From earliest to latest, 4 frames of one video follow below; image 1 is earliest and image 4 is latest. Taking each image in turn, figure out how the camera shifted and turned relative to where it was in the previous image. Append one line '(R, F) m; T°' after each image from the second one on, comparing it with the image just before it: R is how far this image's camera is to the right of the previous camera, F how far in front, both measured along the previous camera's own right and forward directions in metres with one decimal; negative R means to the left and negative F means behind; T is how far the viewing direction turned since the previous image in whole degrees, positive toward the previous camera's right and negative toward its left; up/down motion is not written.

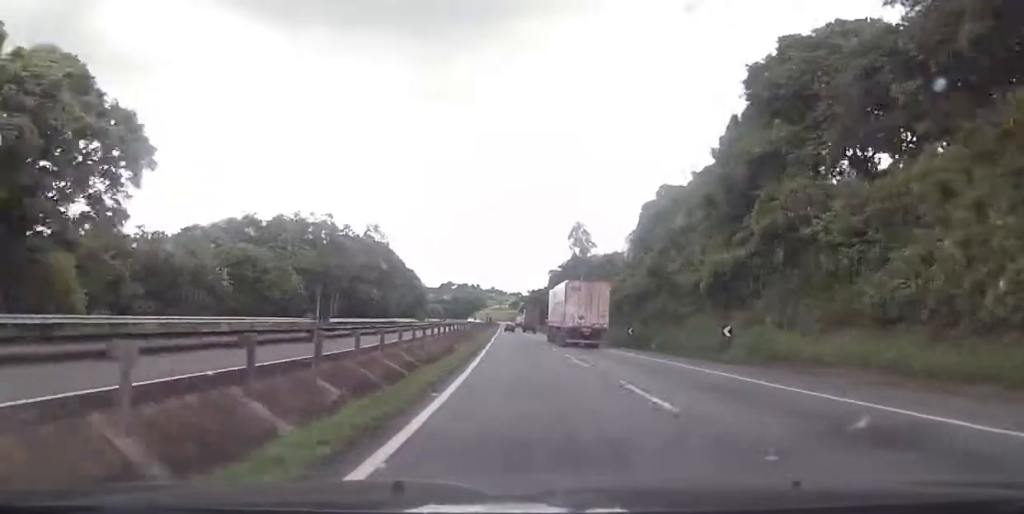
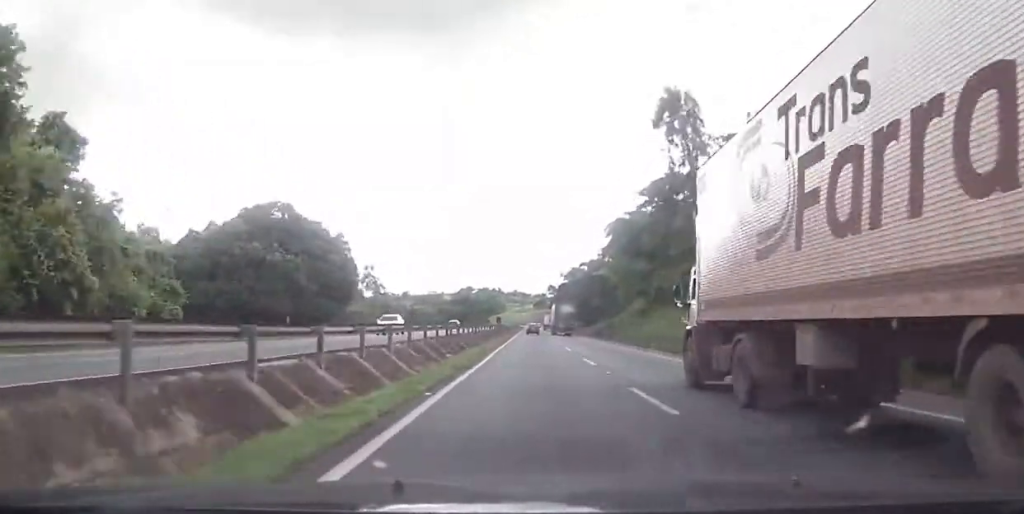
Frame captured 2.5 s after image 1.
(-4.7, +88.8) m; -6°
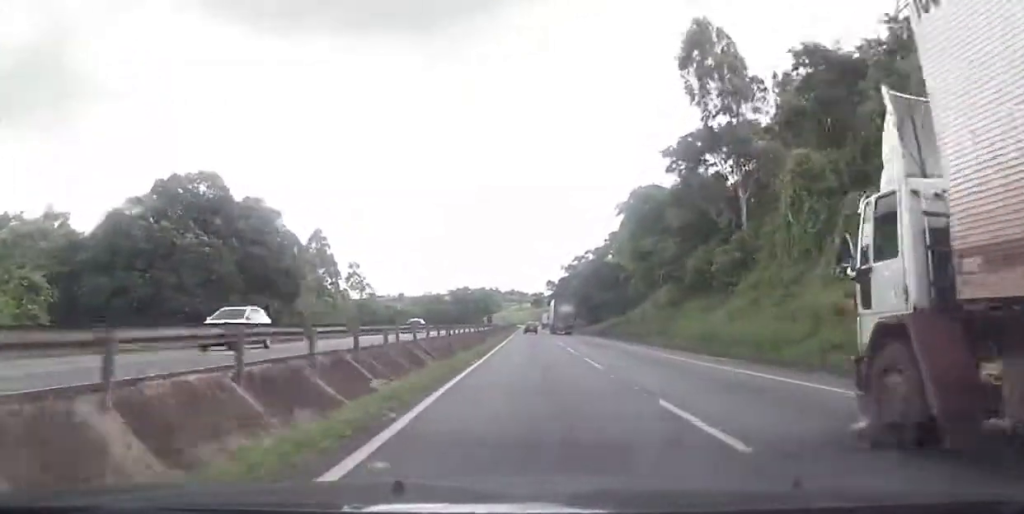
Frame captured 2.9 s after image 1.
(-0.1, +16.5) m; 0°
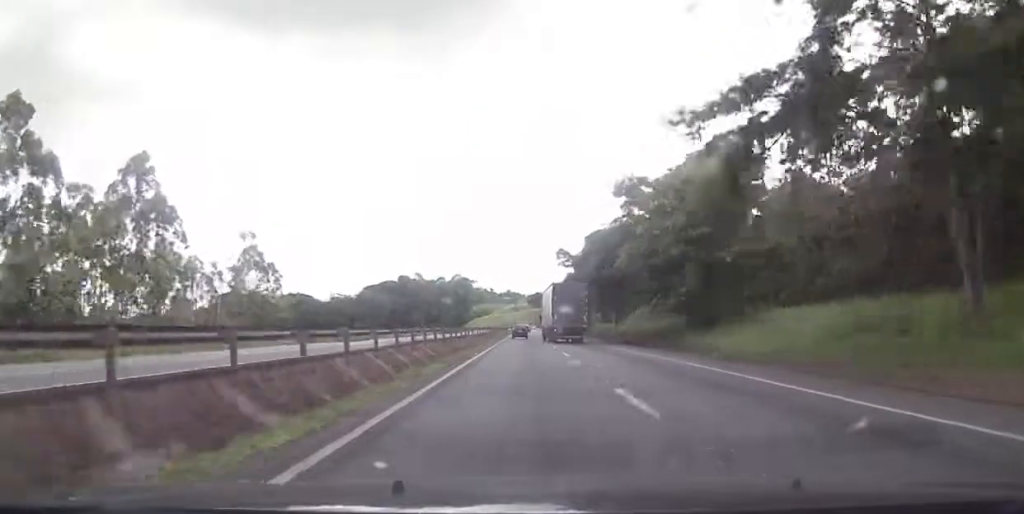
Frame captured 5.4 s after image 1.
(+8.1, +80.0) m; 0°
